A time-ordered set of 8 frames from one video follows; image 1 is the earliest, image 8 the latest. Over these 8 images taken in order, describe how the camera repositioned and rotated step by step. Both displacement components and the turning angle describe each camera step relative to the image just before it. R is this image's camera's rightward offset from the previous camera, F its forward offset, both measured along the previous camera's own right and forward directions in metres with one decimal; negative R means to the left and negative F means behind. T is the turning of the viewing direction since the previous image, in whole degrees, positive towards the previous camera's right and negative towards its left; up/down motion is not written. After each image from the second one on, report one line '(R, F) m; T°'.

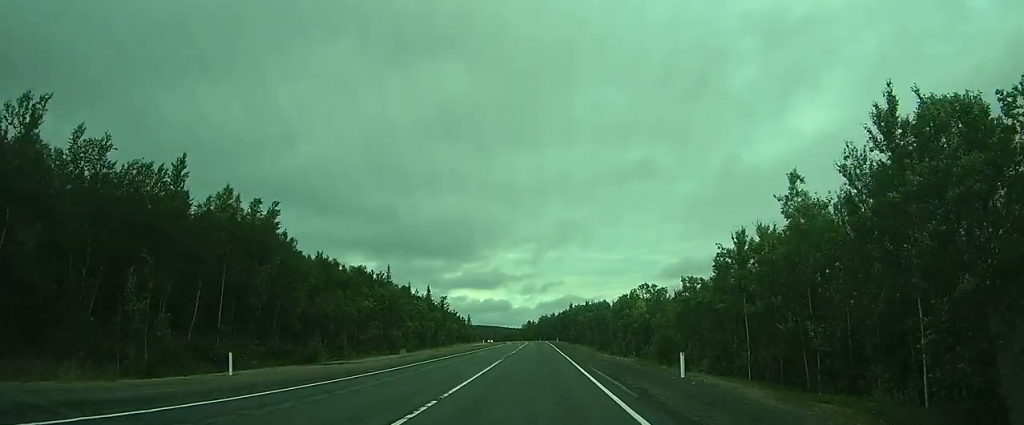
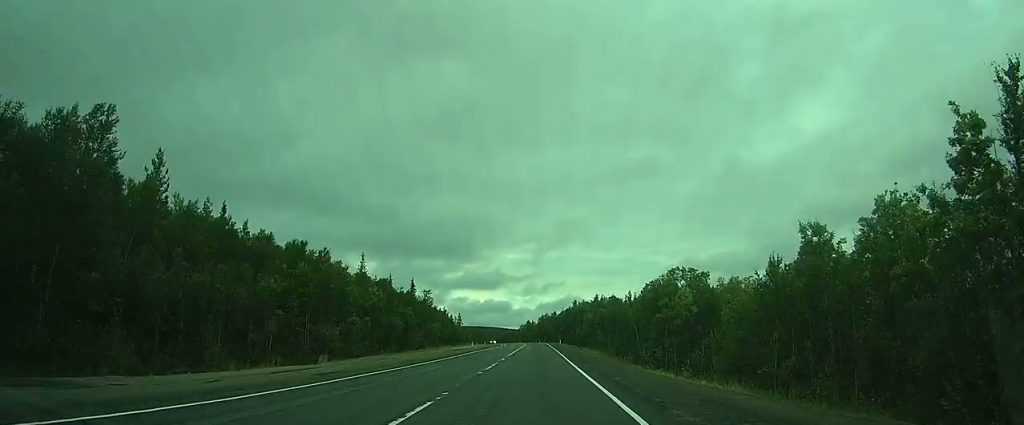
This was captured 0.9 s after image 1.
(0.0, +19.6) m; 0°
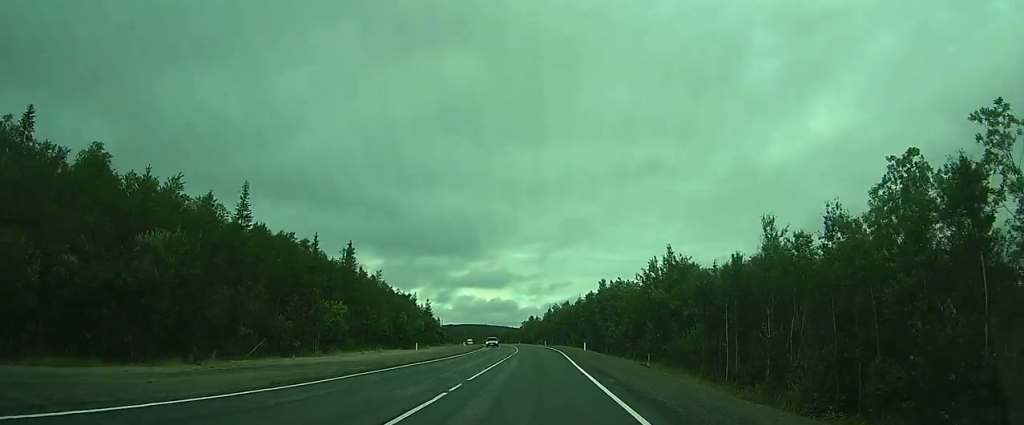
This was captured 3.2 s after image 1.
(-0.2, +49.1) m; 0°
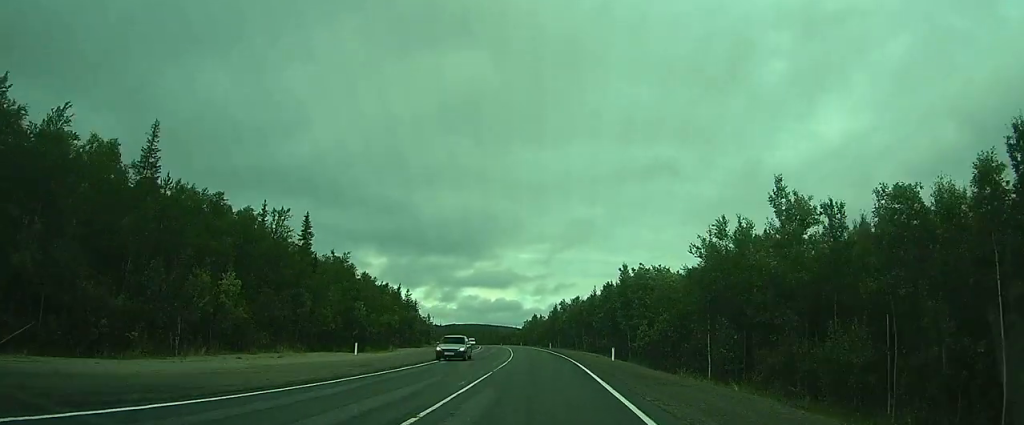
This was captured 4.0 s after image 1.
(0.0, +18.8) m; -2°
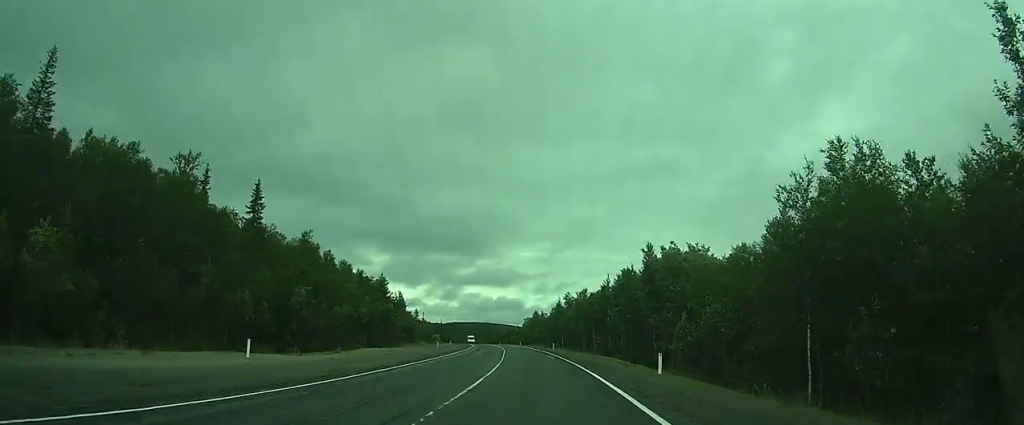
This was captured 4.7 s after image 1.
(-0.3, +13.8) m; -1°
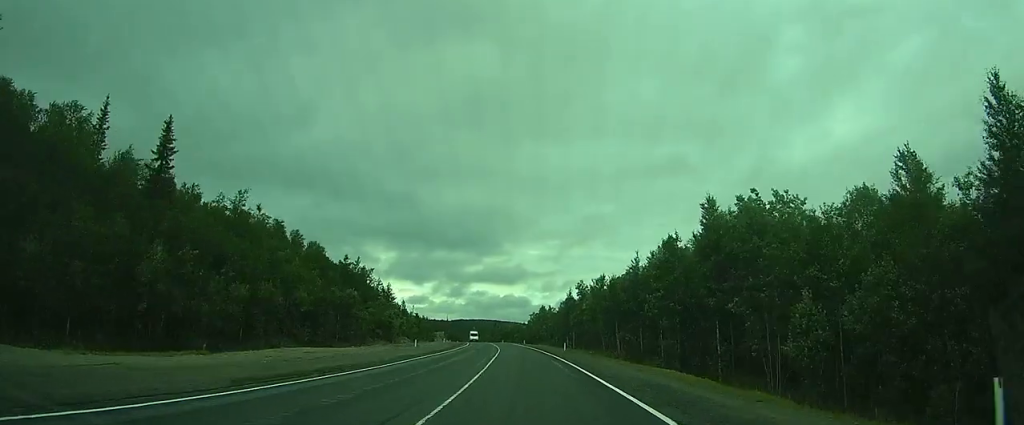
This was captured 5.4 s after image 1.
(-0.3, +16.7) m; -1°
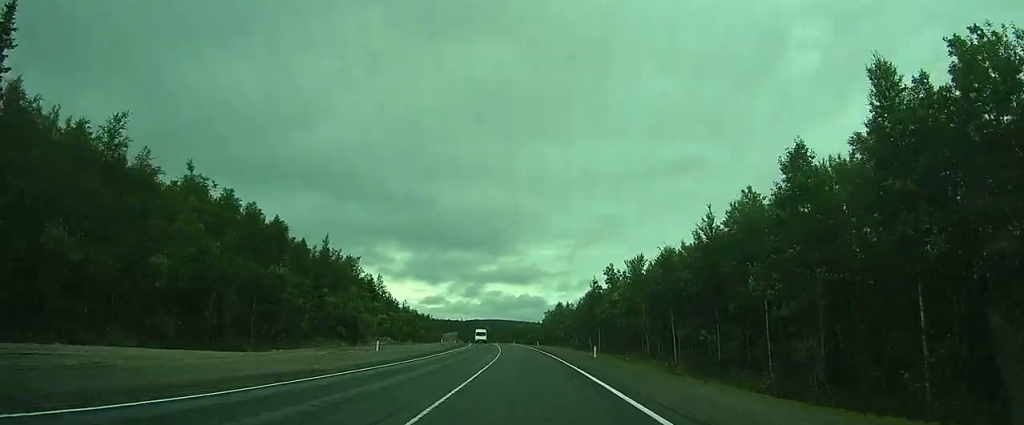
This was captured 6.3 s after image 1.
(0.0, +18.2) m; 0°
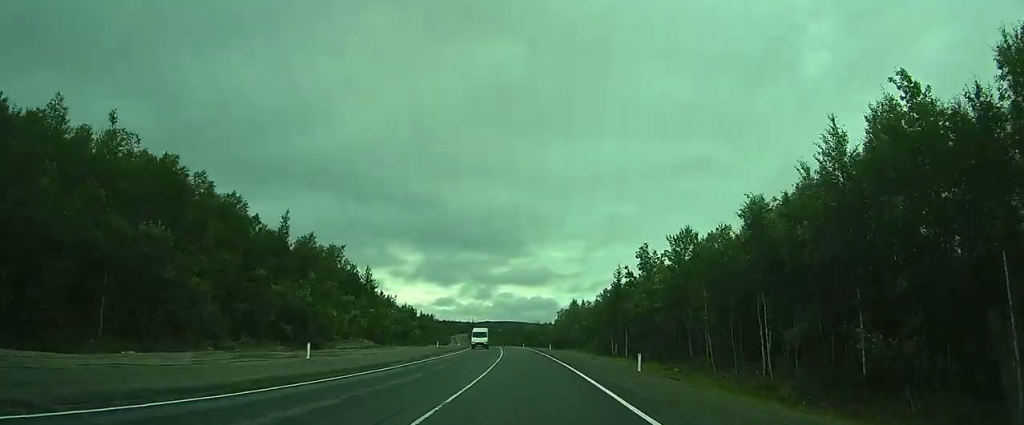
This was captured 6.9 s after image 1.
(0.0, +13.9) m; 0°
